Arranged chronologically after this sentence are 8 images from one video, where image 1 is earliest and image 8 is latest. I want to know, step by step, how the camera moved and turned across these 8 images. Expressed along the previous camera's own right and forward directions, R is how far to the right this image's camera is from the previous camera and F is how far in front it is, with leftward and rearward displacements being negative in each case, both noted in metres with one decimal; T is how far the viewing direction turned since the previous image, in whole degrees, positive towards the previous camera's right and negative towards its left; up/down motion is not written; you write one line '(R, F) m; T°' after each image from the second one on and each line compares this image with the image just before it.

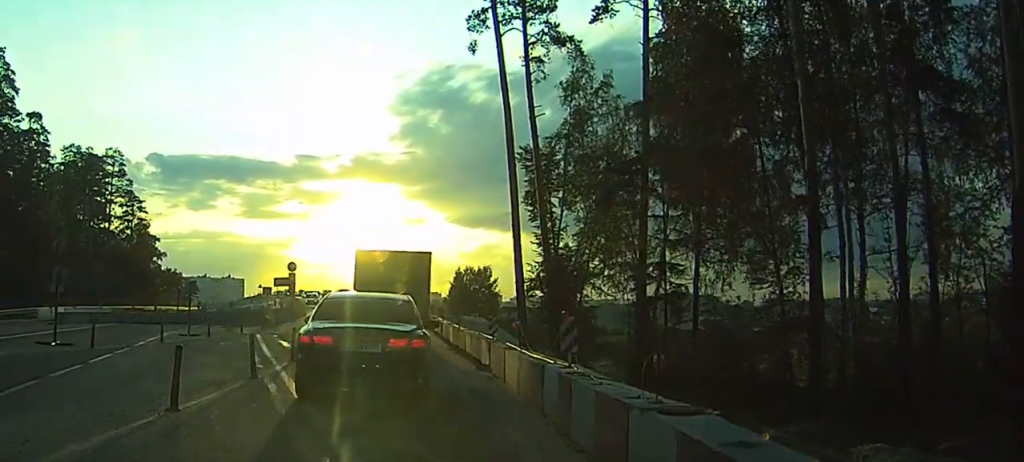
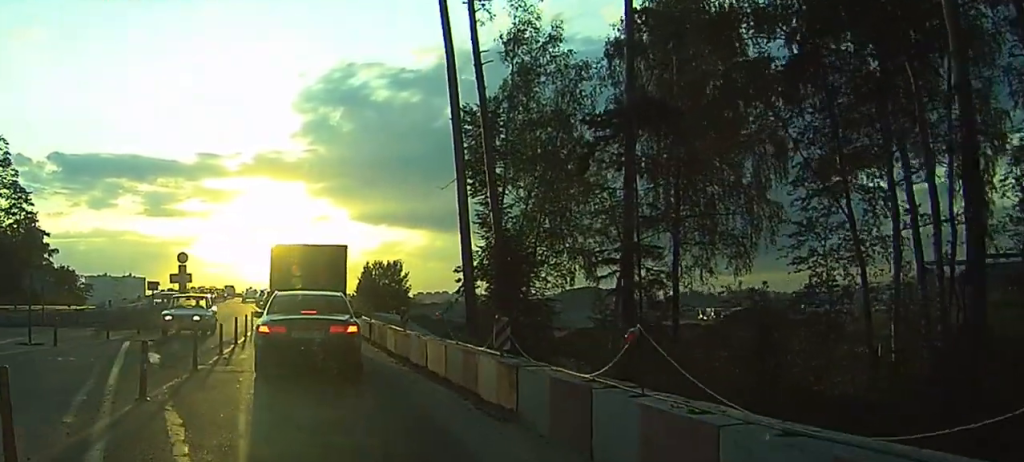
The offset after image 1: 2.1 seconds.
(+2.6, +8.0) m; +24°
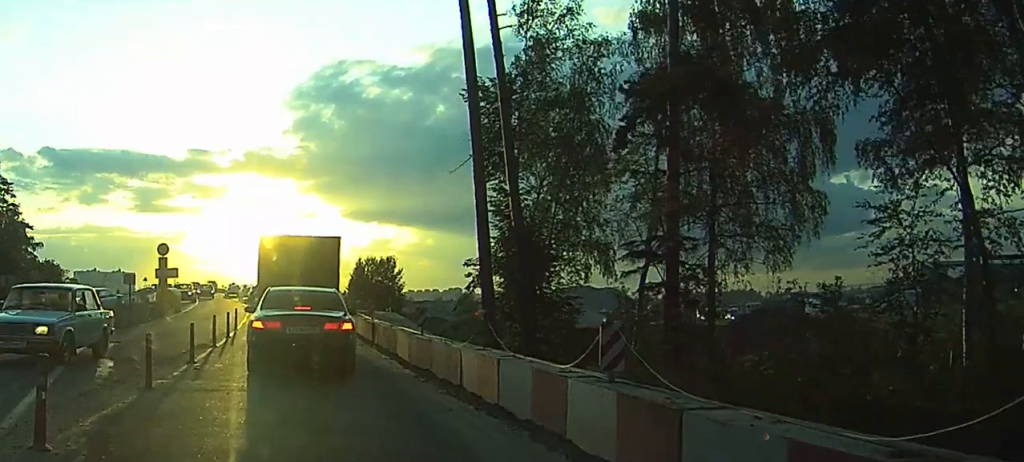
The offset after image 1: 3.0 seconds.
(+0.2, +3.6) m; +3°
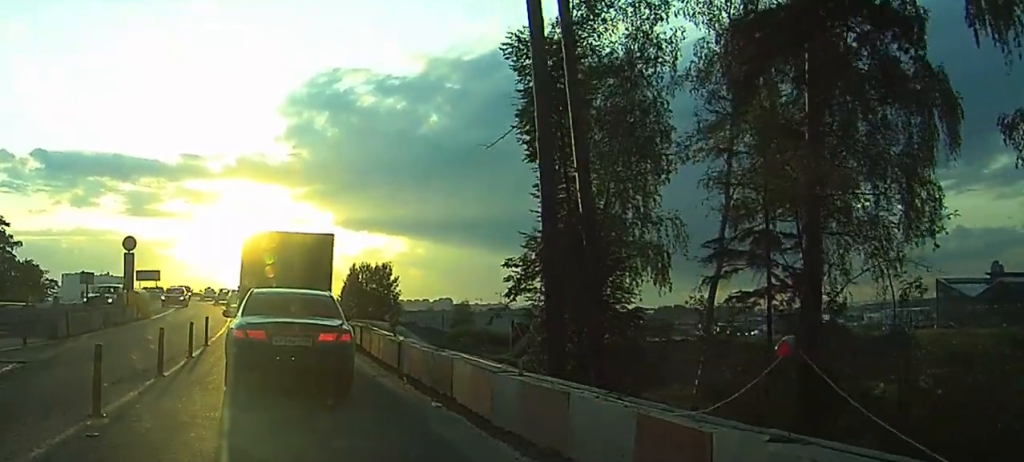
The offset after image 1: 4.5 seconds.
(+0.1, +6.4) m; -4°
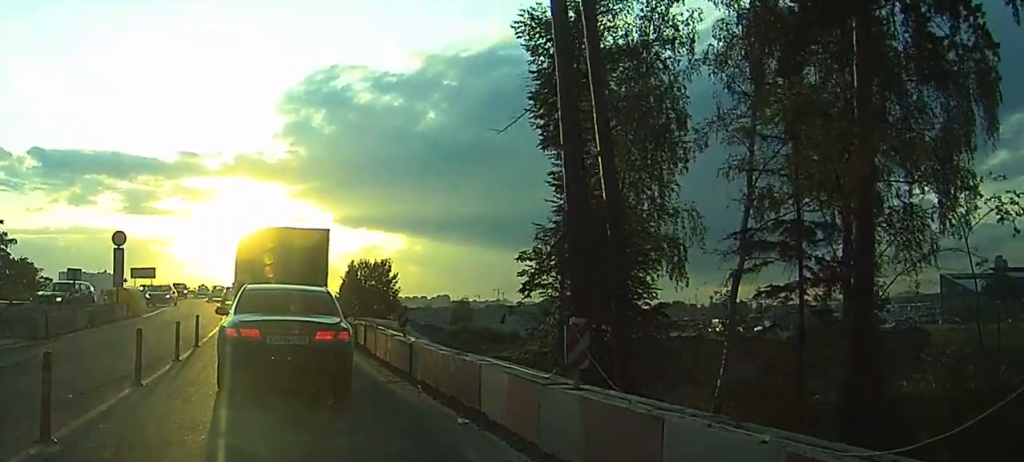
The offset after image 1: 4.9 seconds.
(+0.1, +1.7) m; -4°
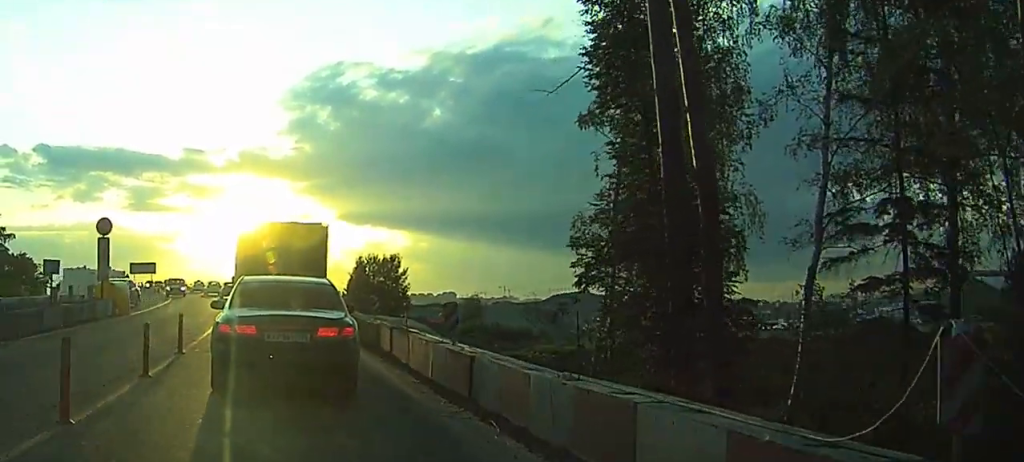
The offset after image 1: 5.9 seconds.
(-0.6, +3.9) m; +4°
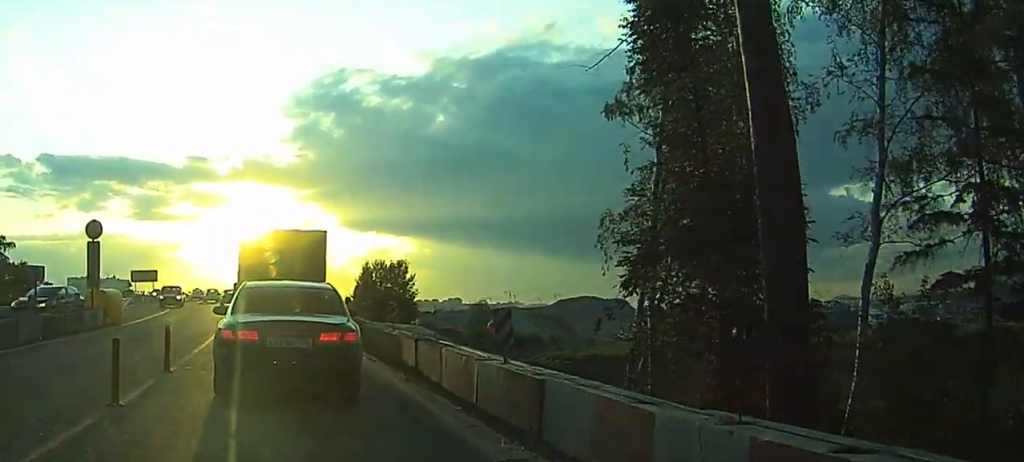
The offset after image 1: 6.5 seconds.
(+0.4, +2.5) m; +6°
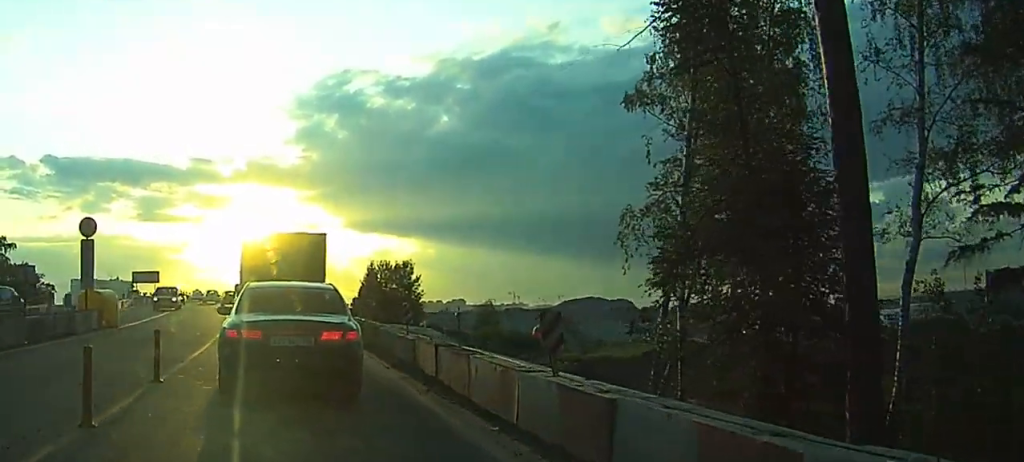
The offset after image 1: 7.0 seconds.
(+0.4, +1.7) m; +4°
